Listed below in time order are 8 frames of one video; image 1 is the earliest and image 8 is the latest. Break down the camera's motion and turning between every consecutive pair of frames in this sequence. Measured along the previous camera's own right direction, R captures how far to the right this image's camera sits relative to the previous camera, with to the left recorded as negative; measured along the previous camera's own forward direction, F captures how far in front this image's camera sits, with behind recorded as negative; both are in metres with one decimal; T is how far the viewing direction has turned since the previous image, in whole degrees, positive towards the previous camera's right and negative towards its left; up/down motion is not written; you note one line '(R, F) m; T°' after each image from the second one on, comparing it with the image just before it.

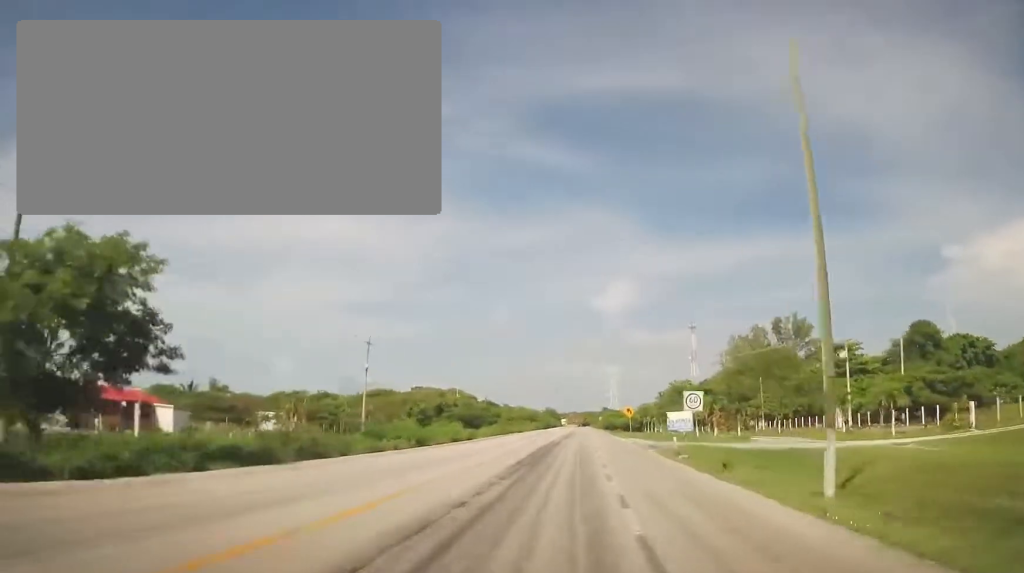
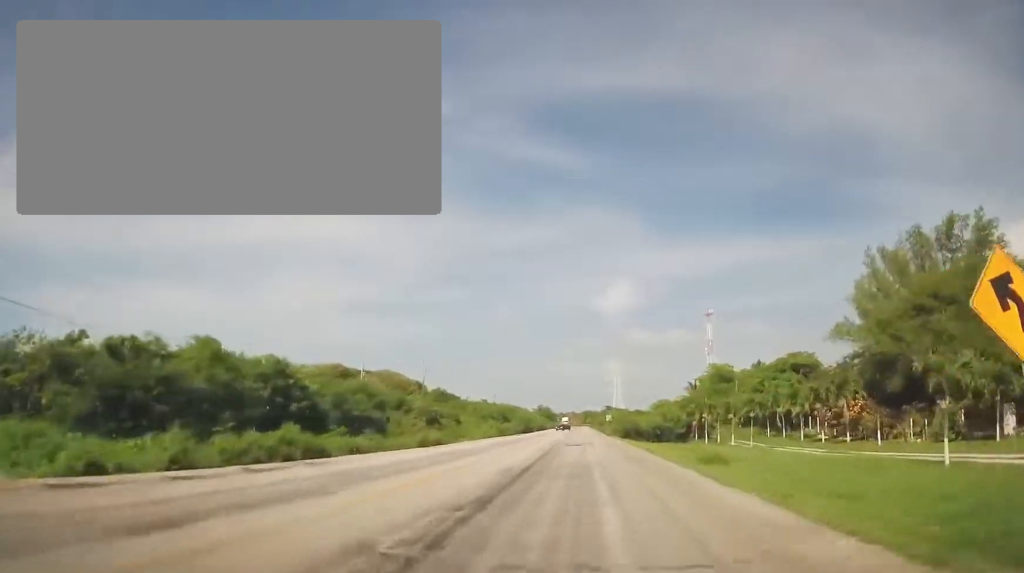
(-0.2, +53.1) m; 0°
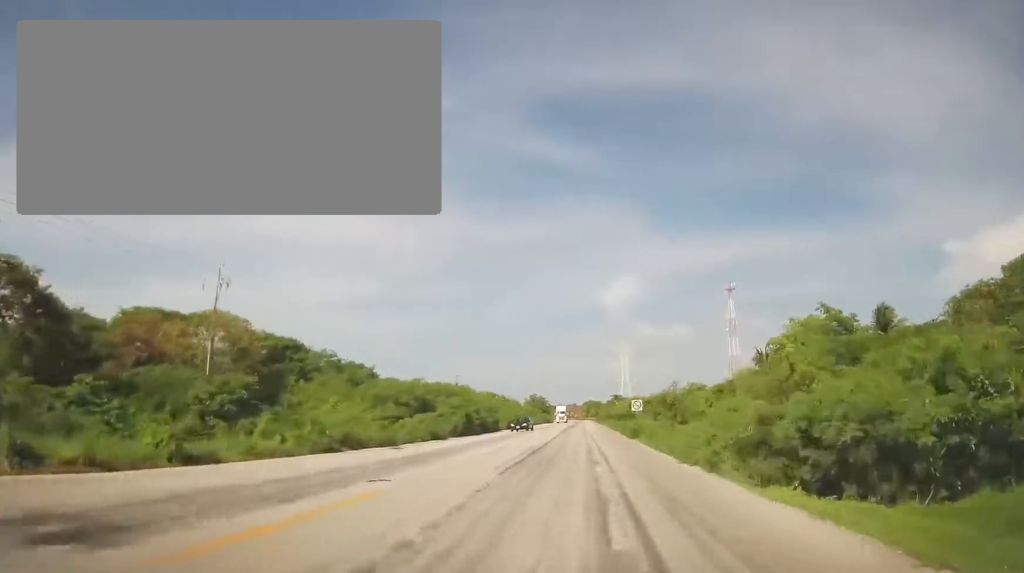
(+0.7, +50.0) m; +1°
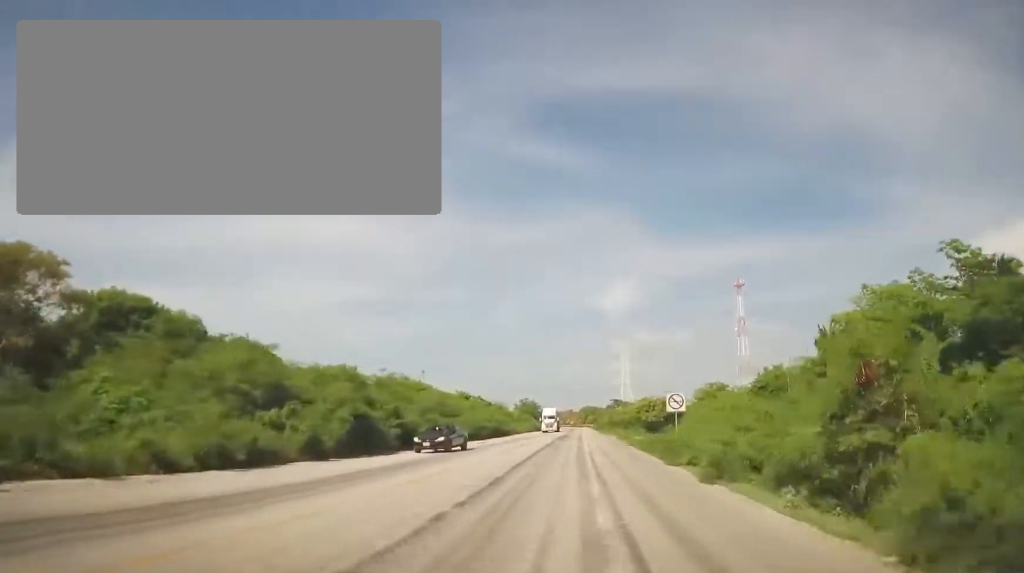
(0.0, +23.0) m; 0°
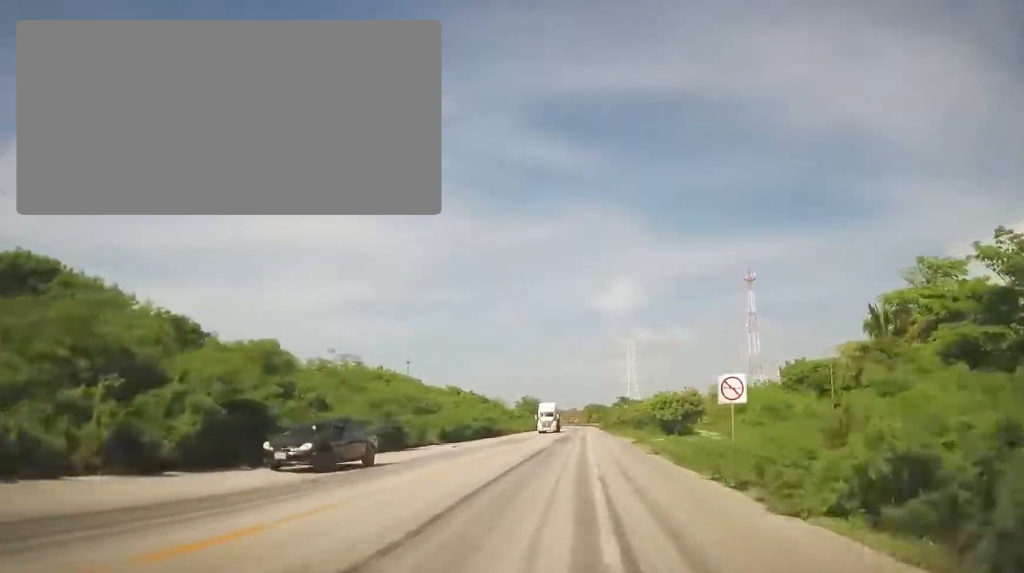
(0.0, +10.0) m; 0°
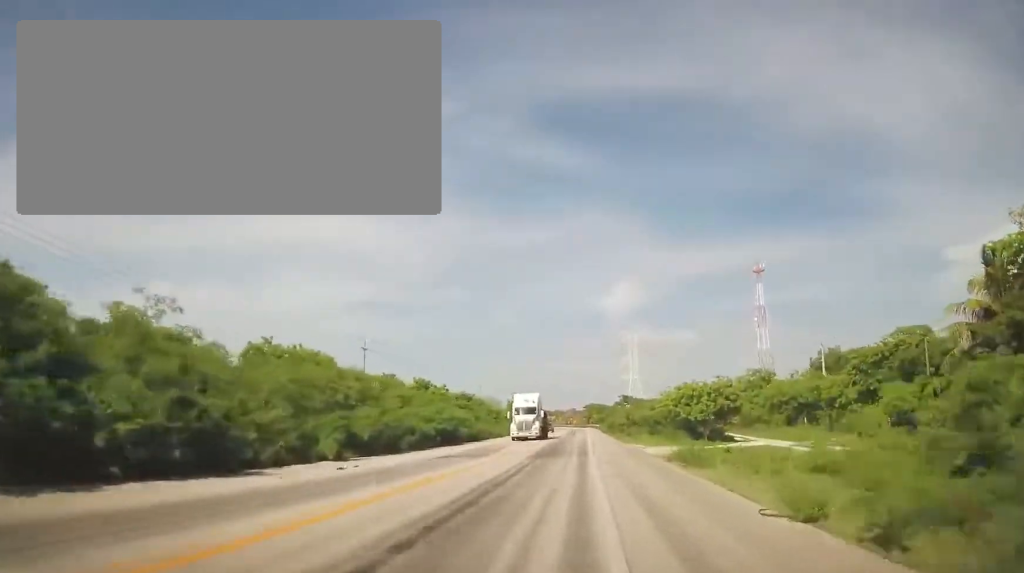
(0.0, +15.8) m; 0°
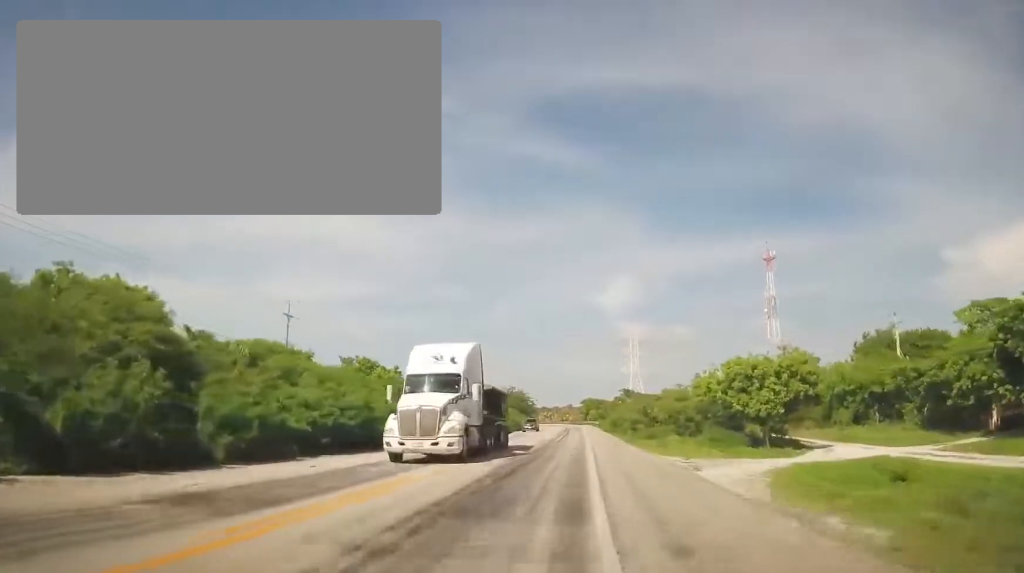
(0.0, +17.0) m; +1°
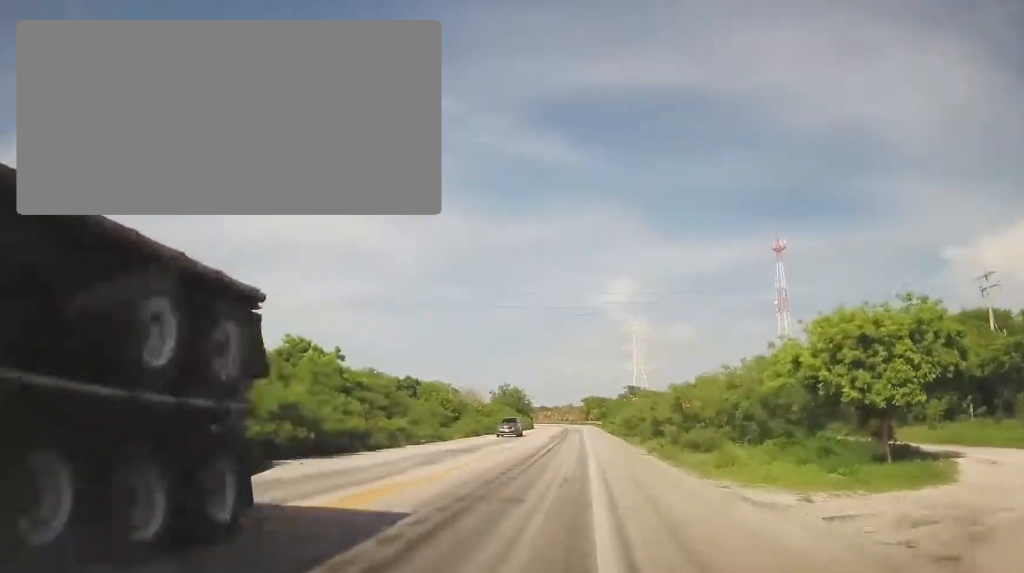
(+0.1, +12.8) m; 0°
